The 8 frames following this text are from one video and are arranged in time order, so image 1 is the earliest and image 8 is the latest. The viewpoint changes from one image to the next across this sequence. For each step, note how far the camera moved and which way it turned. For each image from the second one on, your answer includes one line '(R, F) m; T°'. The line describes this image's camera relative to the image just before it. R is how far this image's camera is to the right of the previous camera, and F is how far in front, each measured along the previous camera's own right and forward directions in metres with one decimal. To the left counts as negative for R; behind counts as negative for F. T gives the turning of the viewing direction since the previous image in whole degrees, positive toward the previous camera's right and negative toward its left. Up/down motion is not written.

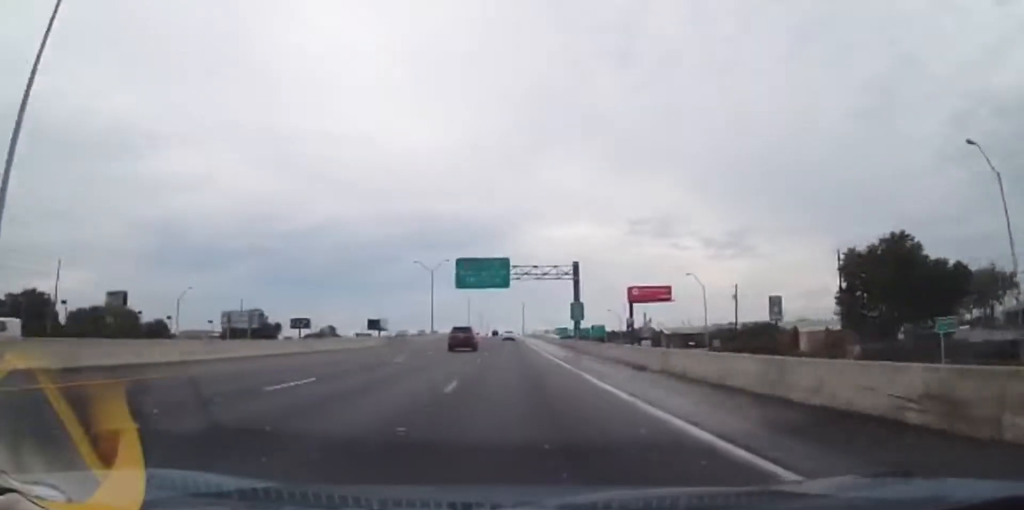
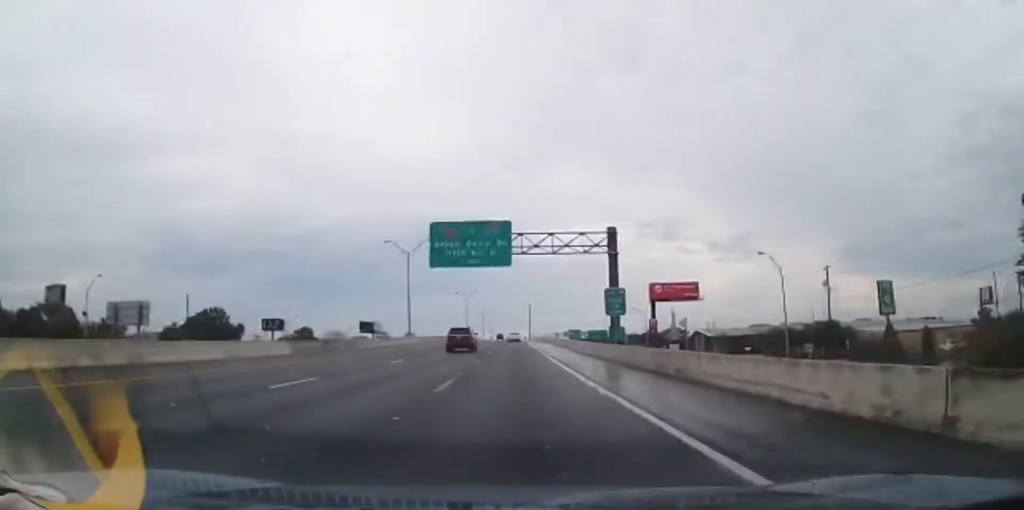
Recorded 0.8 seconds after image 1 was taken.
(0.0, +23.6) m; 0°
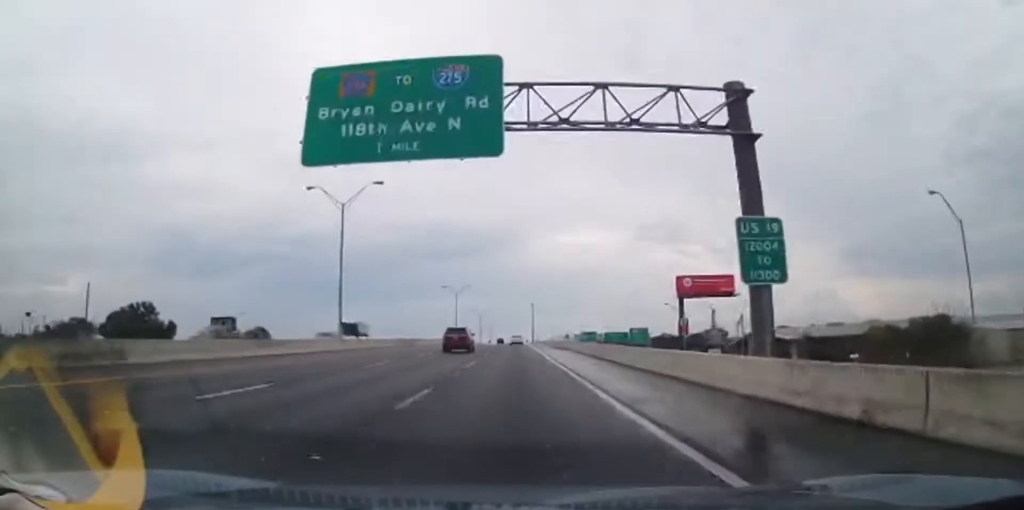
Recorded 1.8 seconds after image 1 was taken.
(-0.1, +27.2) m; 0°
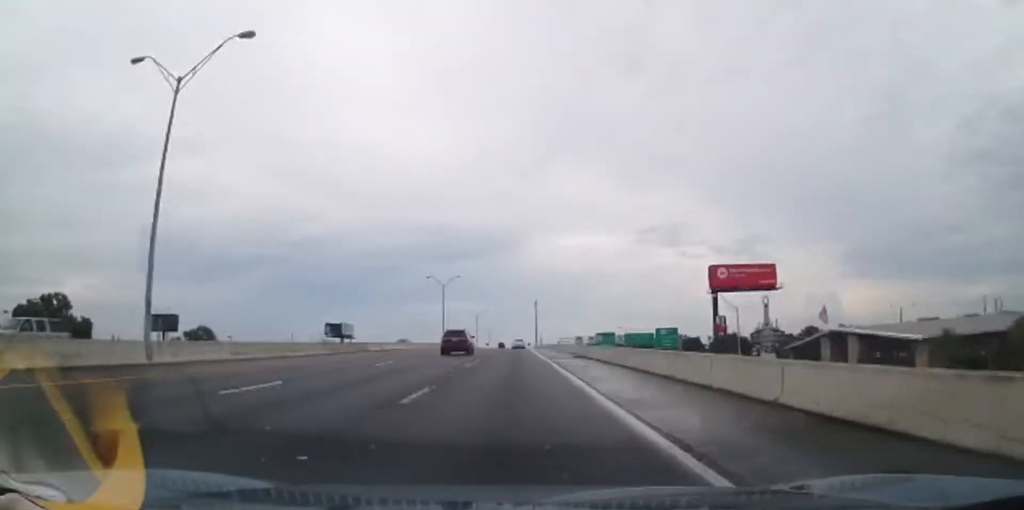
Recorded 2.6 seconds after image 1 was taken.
(-0.1, +22.5) m; 0°
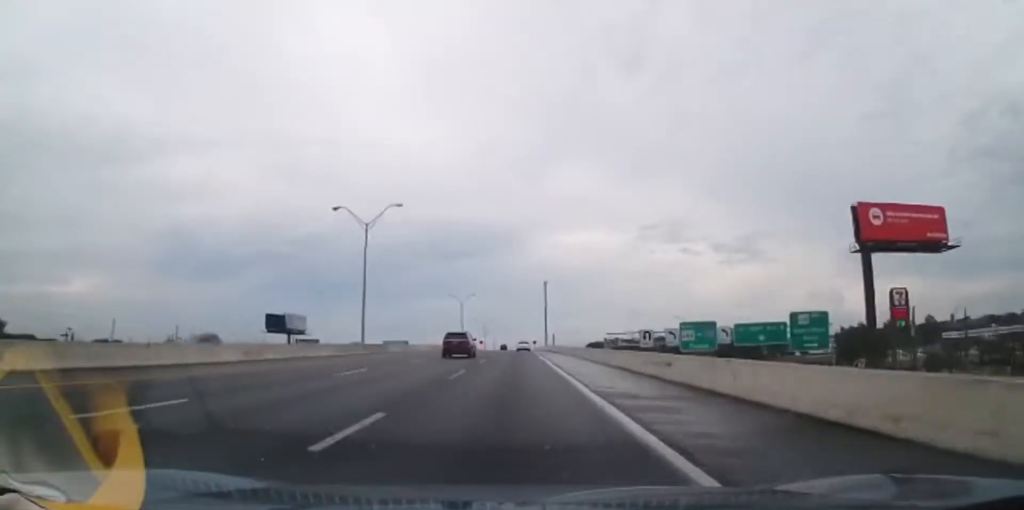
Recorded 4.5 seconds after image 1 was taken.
(0.0, +53.1) m; 0°
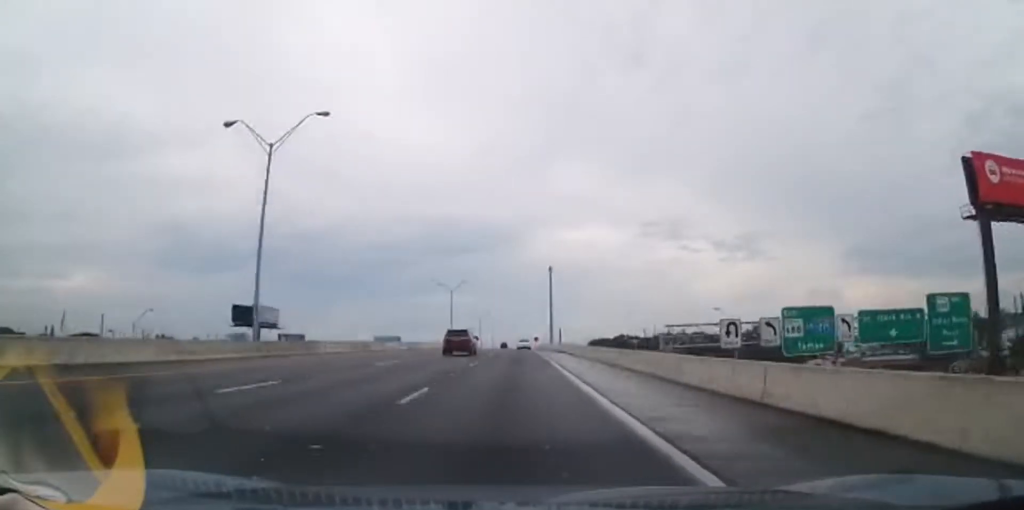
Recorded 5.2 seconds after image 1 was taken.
(0.0, +20.3) m; 0°
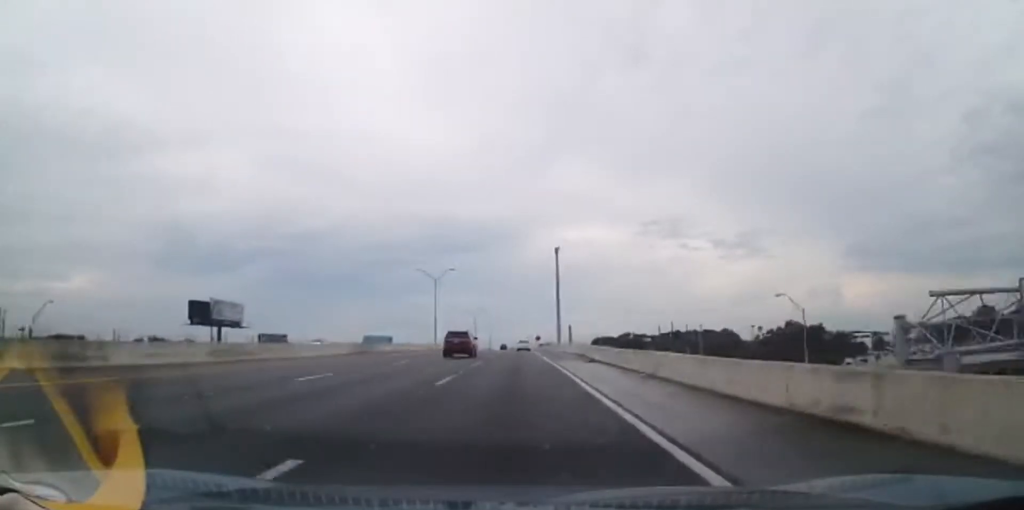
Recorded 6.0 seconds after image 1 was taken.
(0.0, +20.3) m; 0°
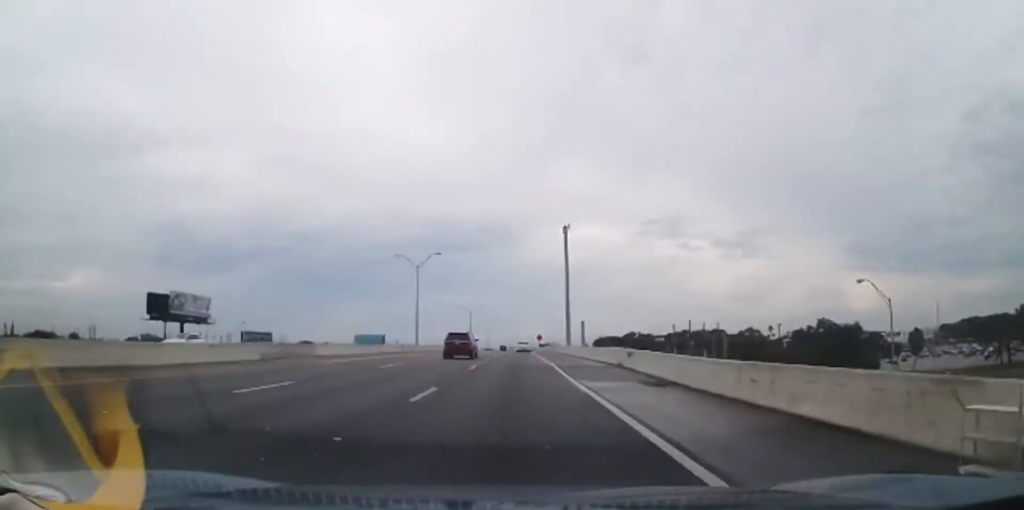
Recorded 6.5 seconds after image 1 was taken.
(0.0, +15.7) m; 0°
